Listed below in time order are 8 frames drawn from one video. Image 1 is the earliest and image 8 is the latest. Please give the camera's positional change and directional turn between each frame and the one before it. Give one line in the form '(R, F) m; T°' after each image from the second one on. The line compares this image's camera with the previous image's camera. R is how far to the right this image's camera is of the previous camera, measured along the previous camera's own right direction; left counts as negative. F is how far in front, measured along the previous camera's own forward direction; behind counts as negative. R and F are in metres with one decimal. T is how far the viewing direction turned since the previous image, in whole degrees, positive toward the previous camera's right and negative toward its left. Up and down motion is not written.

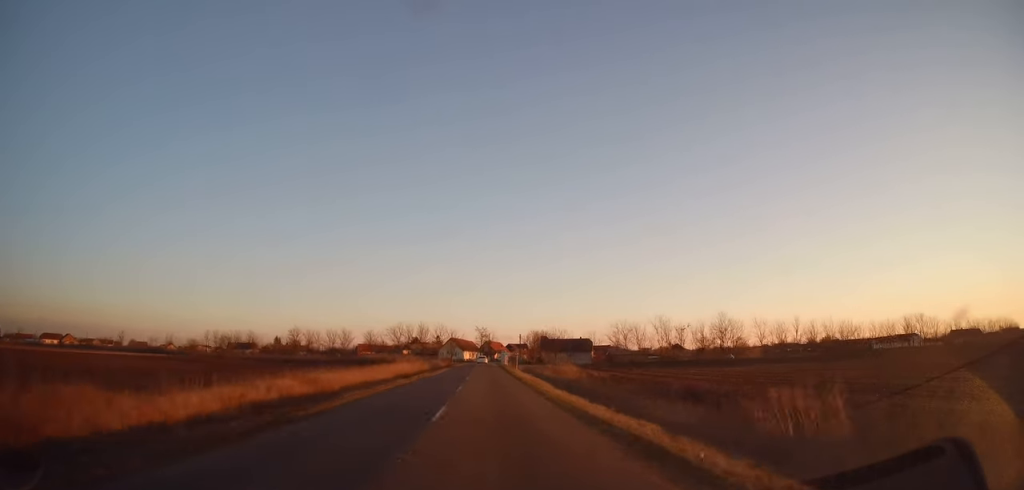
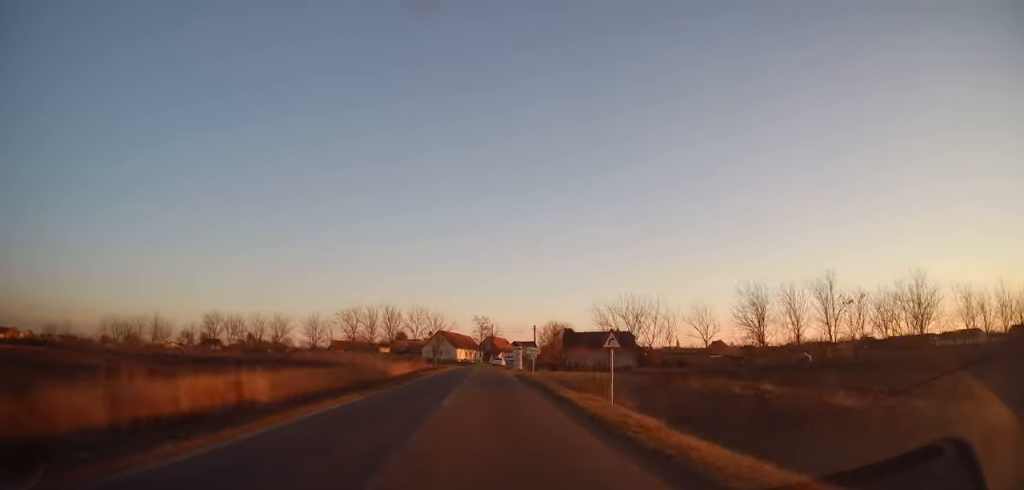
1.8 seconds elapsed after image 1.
(+0.1, +43.0) m; 0°
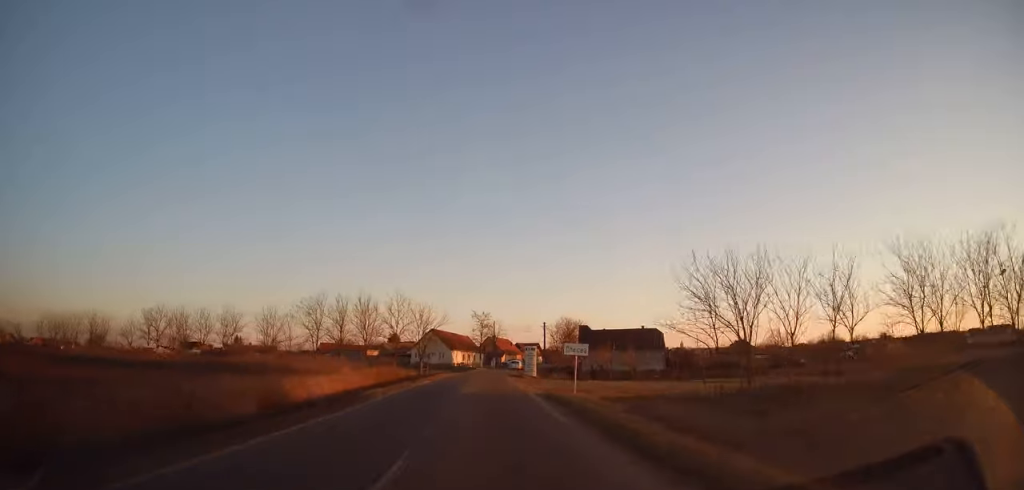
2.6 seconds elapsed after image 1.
(0.0, +18.5) m; -1°
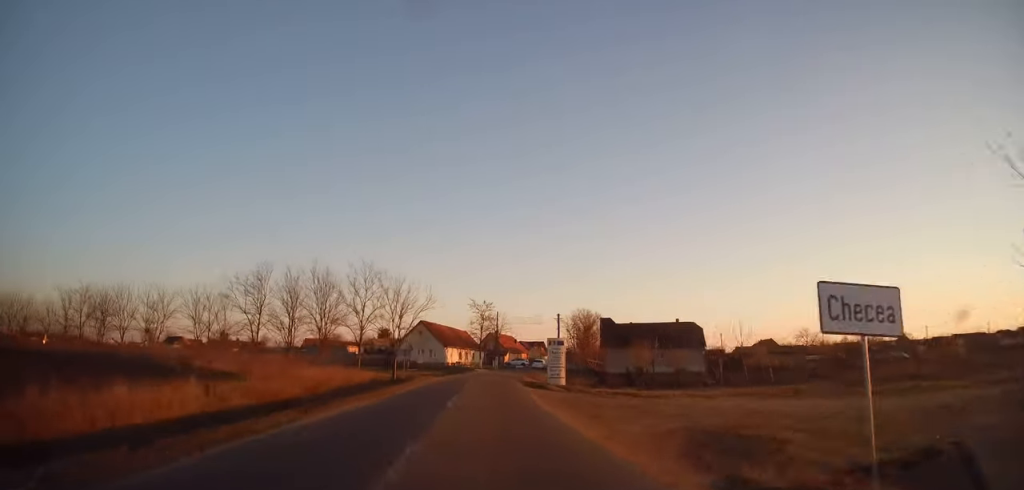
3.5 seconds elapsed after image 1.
(-0.2, +18.0) m; -1°
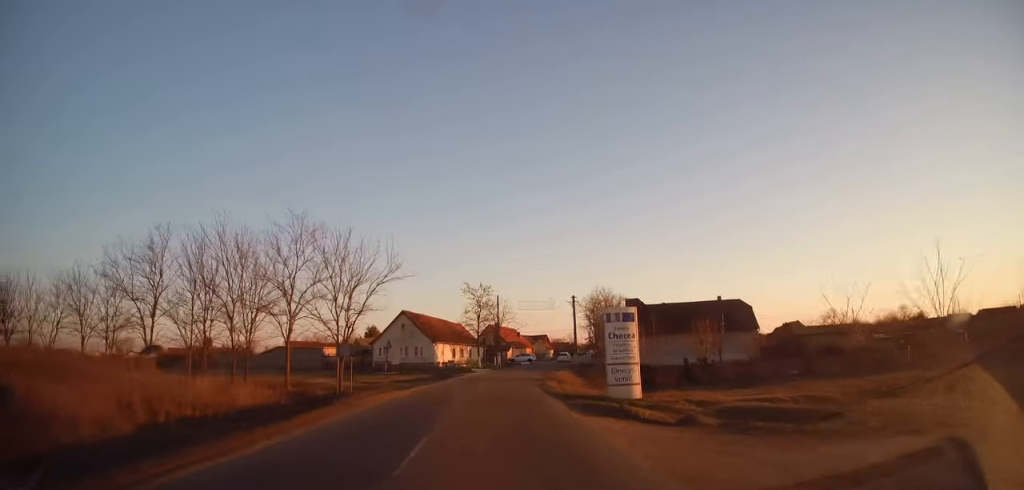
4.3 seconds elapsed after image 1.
(-0.1, +16.3) m; +1°
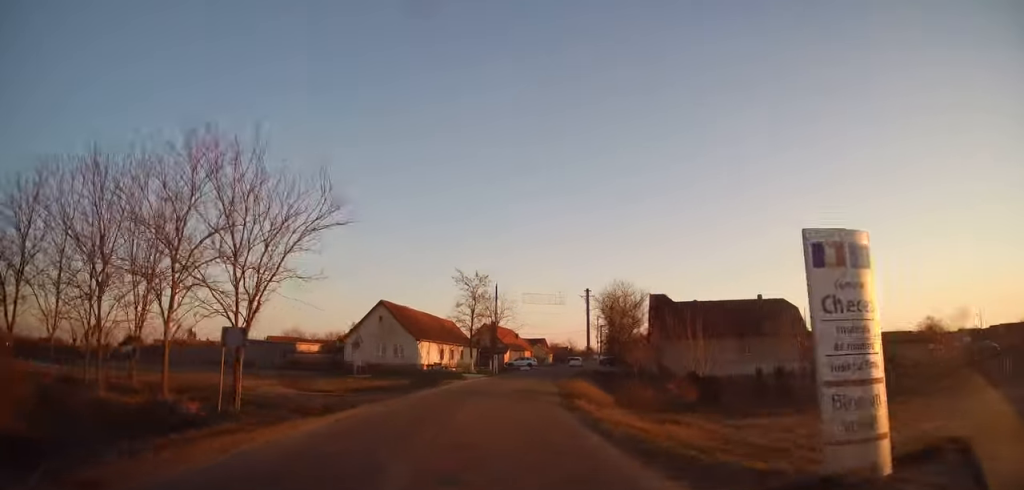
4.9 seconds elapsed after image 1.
(+0.2, +11.0) m; +1°
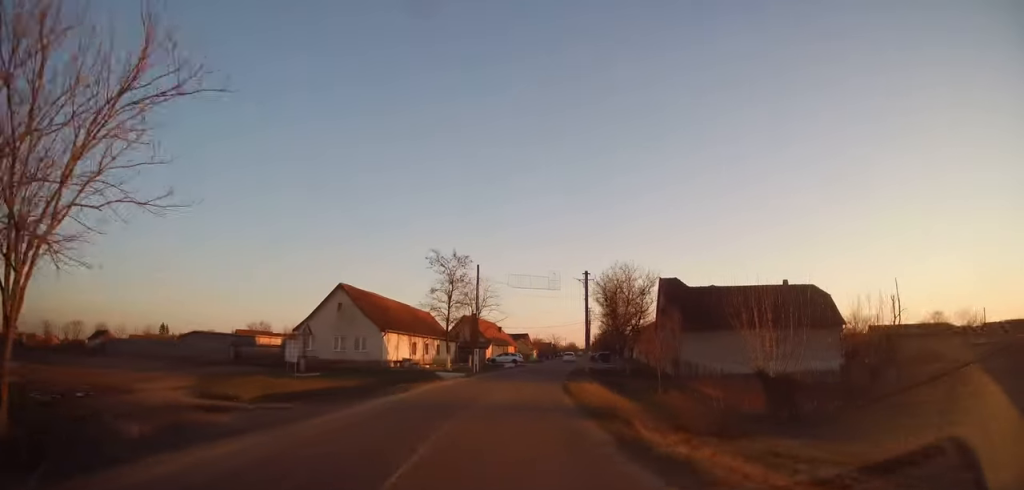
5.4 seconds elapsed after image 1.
(+0.1, +8.5) m; +1°
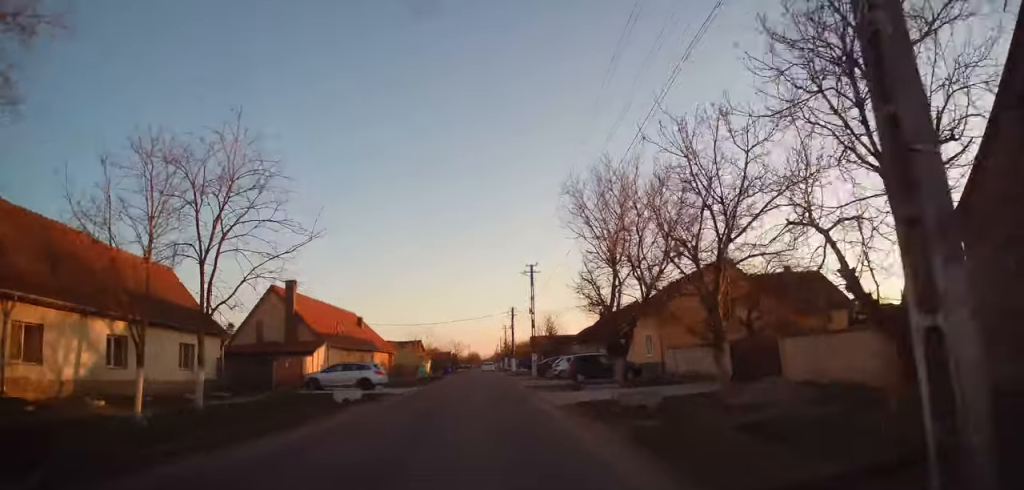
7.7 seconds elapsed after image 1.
(+2.9, +40.8) m; +9°
